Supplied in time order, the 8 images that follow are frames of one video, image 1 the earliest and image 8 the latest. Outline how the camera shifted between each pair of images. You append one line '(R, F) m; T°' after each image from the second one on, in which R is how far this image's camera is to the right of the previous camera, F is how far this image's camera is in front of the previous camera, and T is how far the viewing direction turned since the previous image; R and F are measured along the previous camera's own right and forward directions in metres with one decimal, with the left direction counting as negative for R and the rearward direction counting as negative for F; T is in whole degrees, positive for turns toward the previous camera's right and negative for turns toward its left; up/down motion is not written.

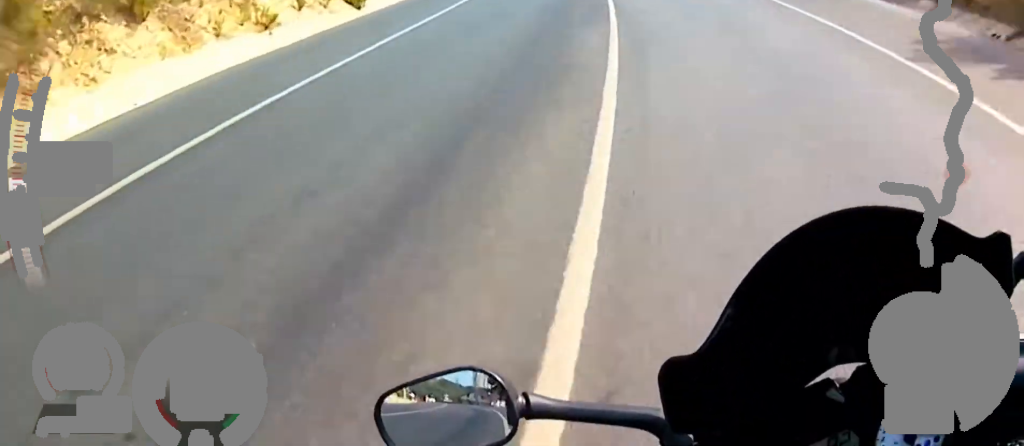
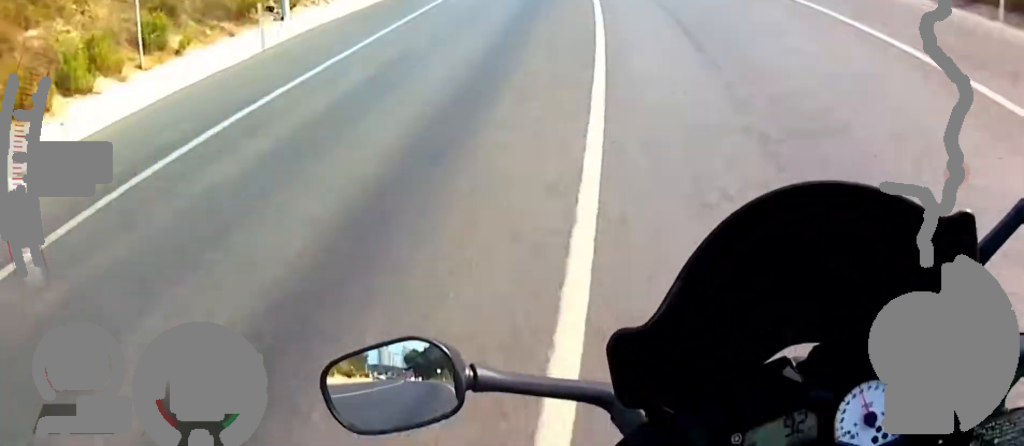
(-0.4, +22.3) m; -12°
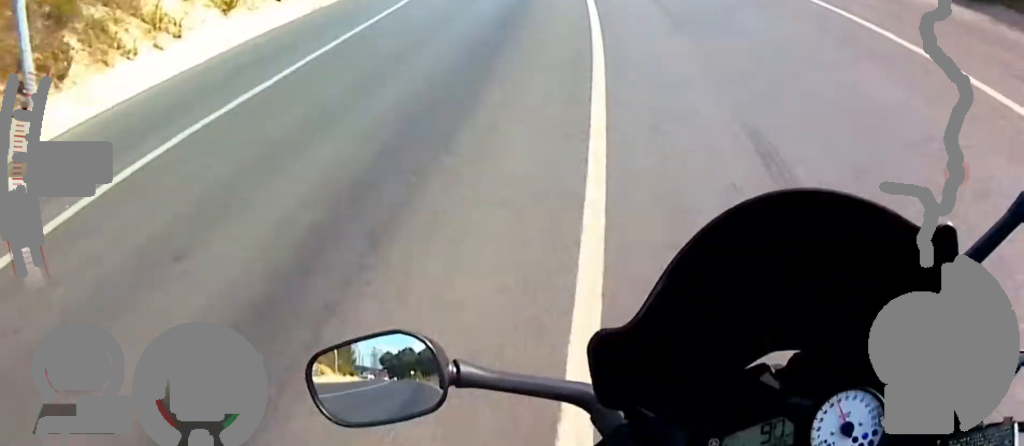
(+0.8, +10.6) m; -9°
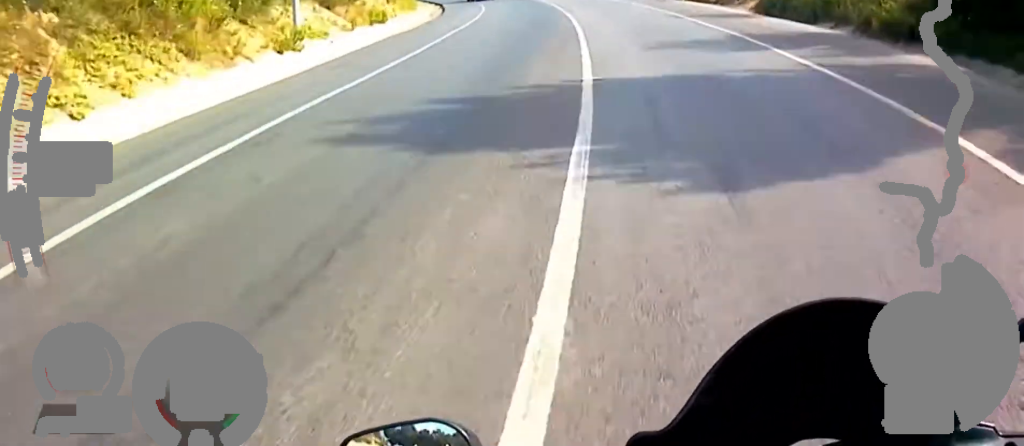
(-6.1, +21.6) m; -17°
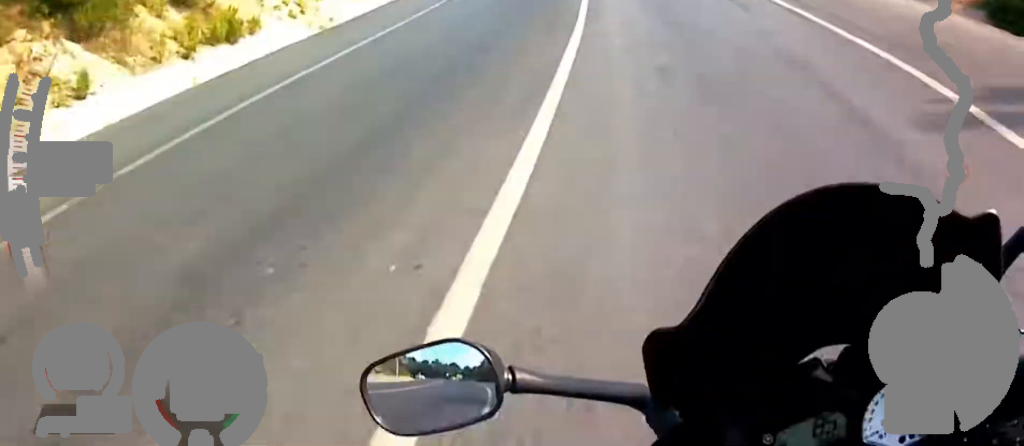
(0.0, +20.1) m; -6°
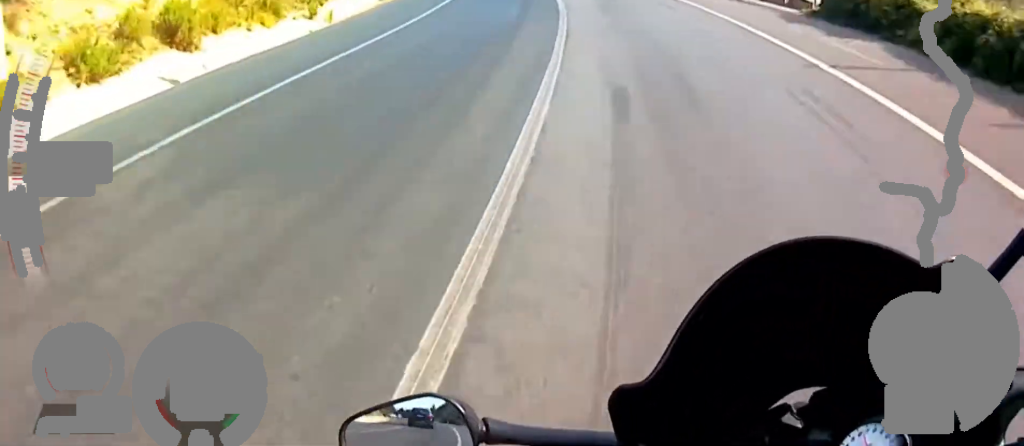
(-4.4, +35.7) m; -13°
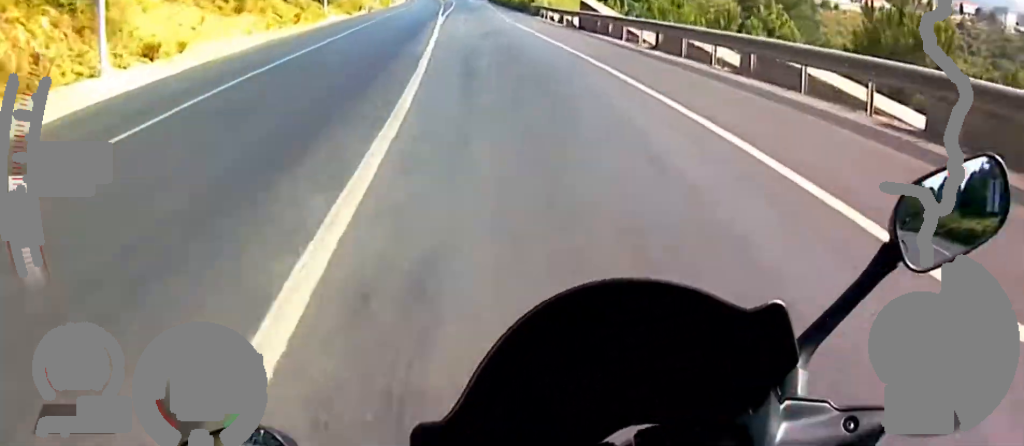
(-1.6, +28.5) m; -12°
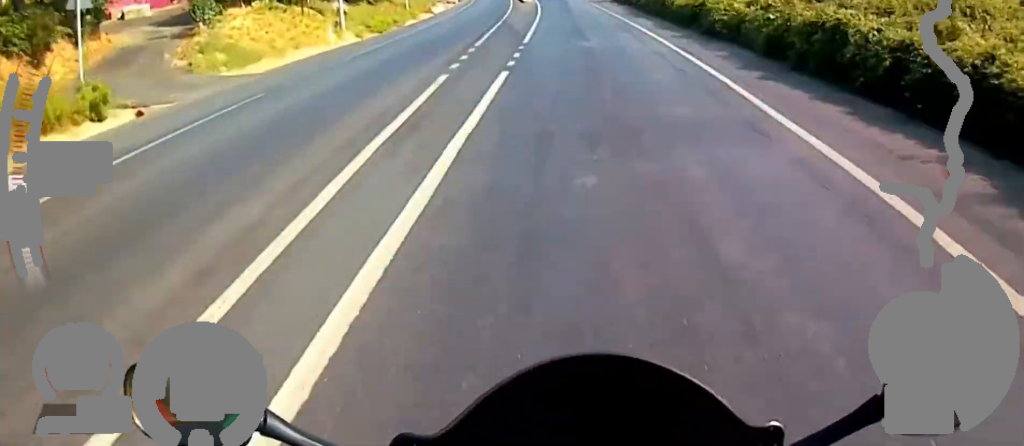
(+12.2, +42.2) m; +36°
